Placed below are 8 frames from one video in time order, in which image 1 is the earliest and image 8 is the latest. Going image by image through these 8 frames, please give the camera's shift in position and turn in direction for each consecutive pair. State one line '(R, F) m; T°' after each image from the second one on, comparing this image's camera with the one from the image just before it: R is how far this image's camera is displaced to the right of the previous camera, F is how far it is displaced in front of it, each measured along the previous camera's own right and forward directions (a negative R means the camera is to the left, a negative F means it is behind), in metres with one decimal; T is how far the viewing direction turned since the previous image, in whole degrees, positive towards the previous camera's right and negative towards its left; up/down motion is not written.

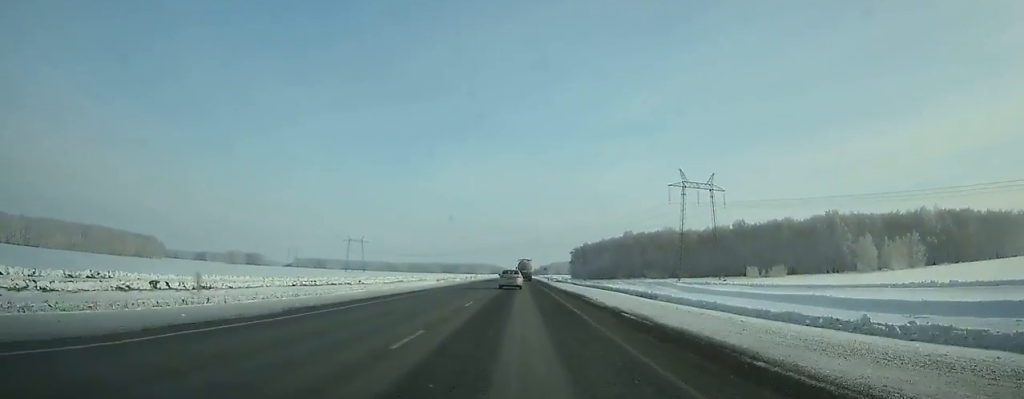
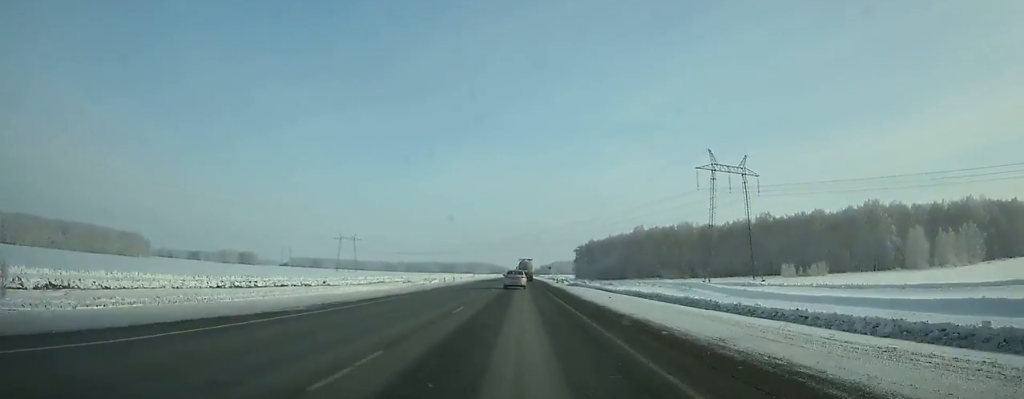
(0.0, +24.7) m; 0°
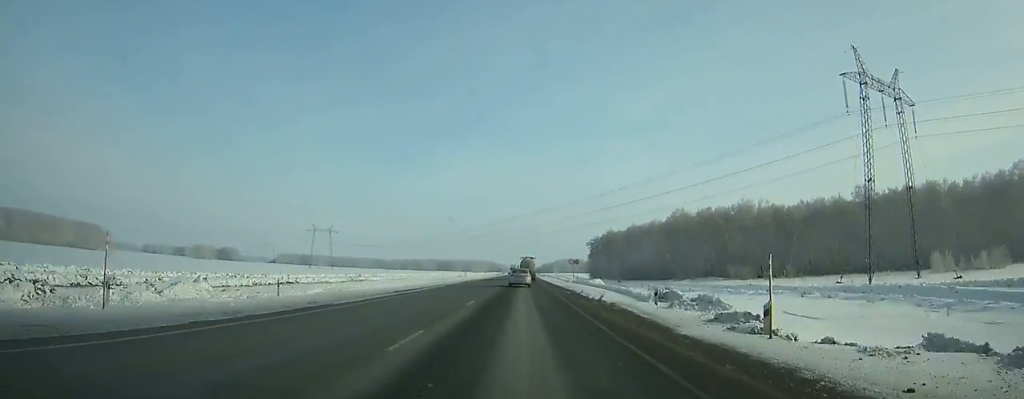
(0.0, +65.2) m; 0°
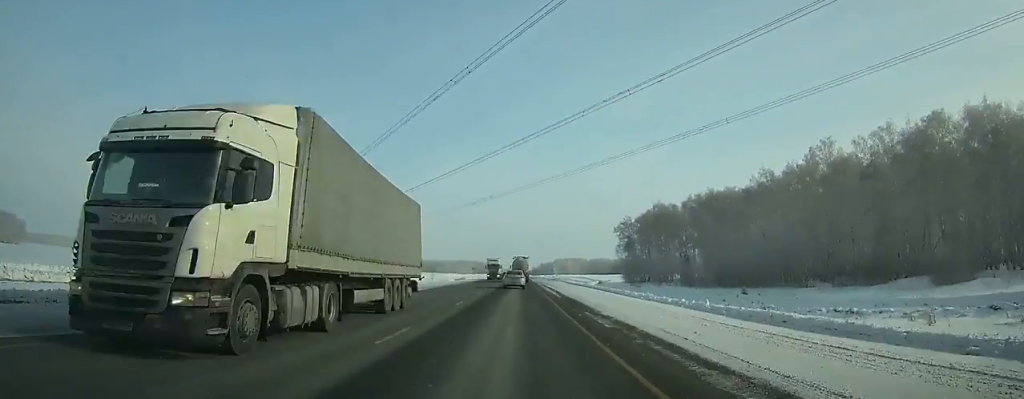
(+0.4, +110.9) m; 0°
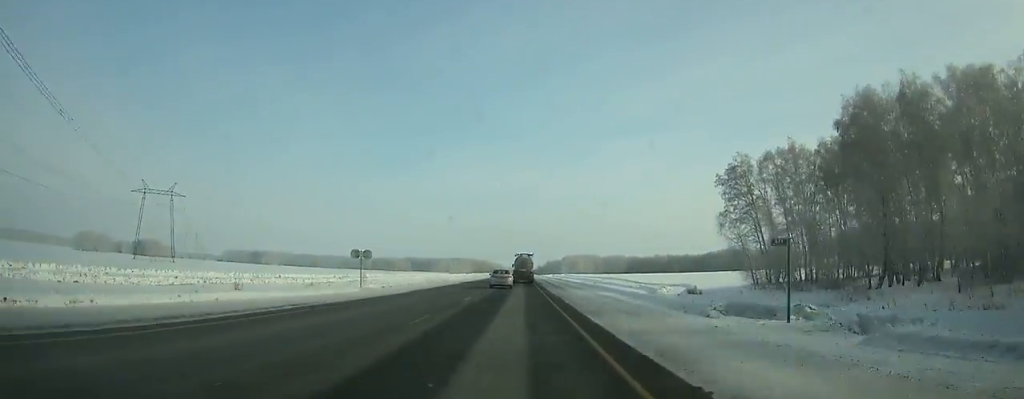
(-0.3, +110.1) m; 0°
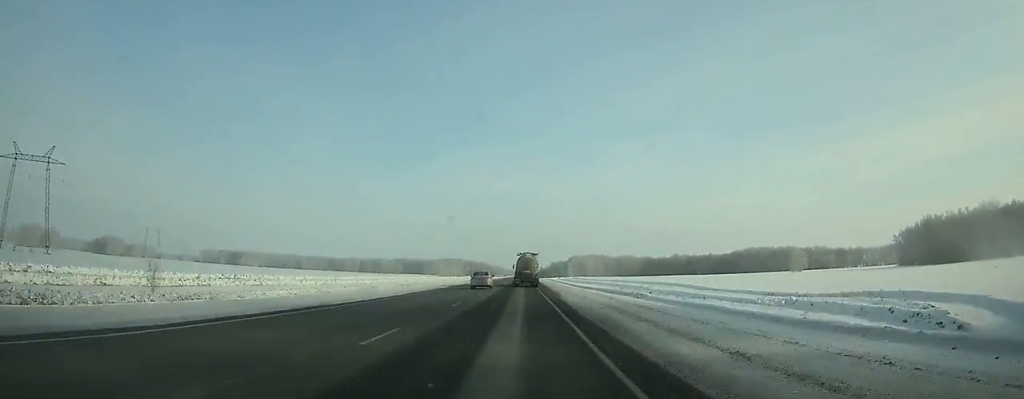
(-0.2, +82.0) m; 0°
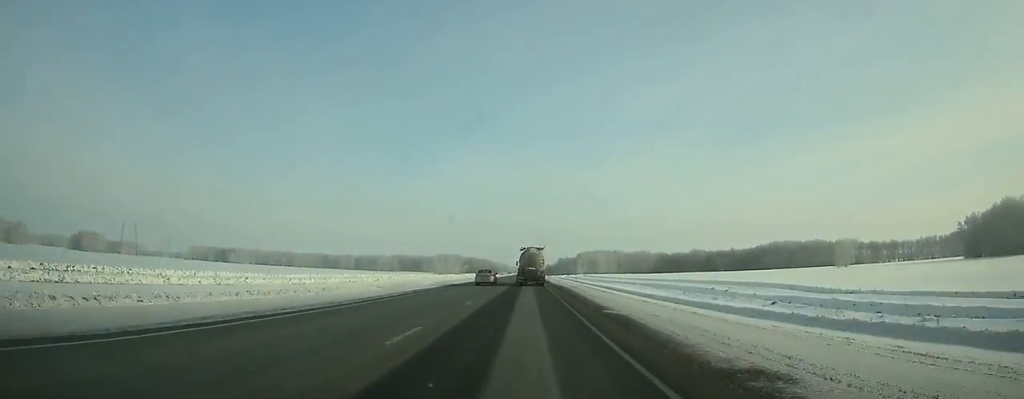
(-0.1, +49.9) m; 0°
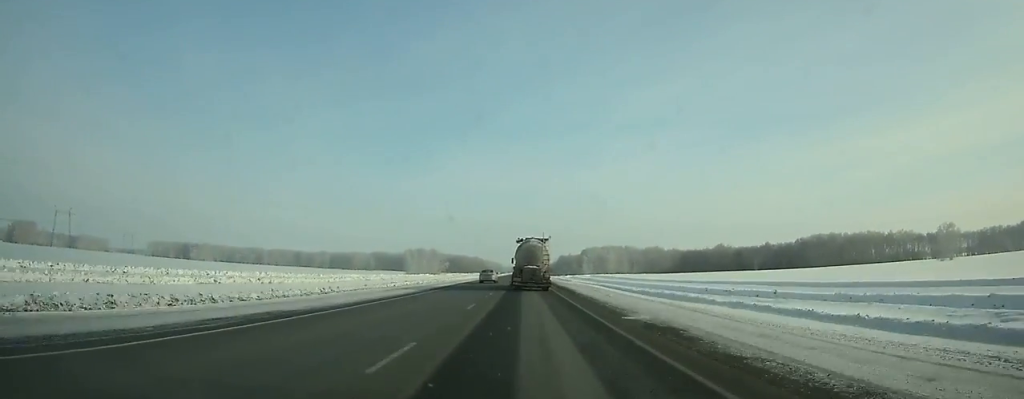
(+0.1, +87.4) m; 0°
